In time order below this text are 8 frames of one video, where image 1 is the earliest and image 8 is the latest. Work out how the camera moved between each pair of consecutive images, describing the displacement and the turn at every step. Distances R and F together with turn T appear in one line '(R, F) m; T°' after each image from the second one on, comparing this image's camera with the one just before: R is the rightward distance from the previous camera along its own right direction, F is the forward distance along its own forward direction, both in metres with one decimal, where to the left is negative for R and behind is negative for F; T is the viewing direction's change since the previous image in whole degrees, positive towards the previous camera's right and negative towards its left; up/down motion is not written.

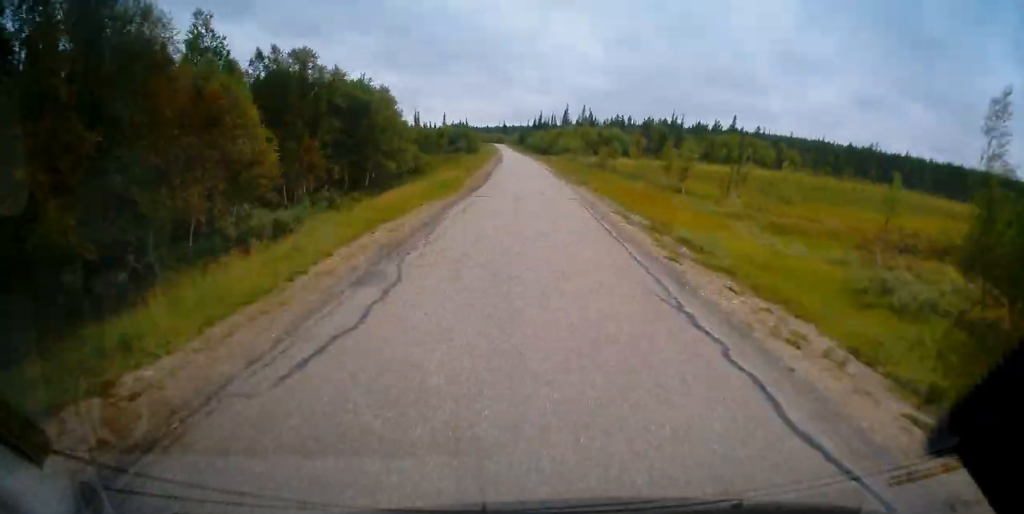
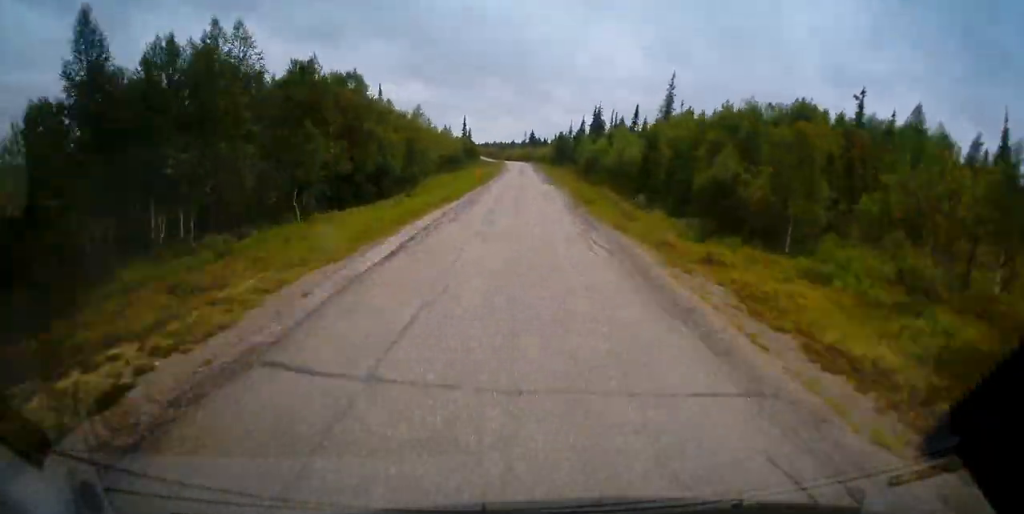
(-3.6, +138.8) m; -3°
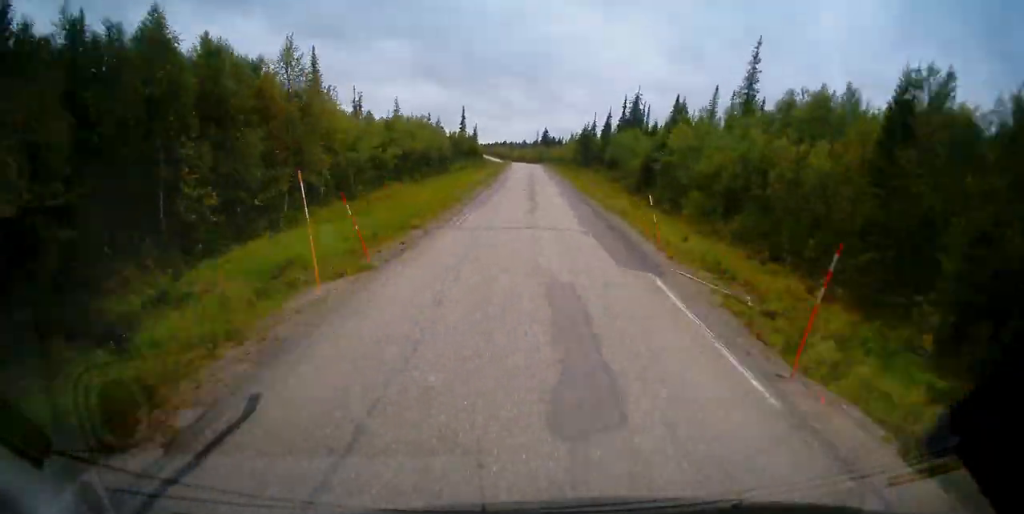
(-0.4, +36.1) m; 0°
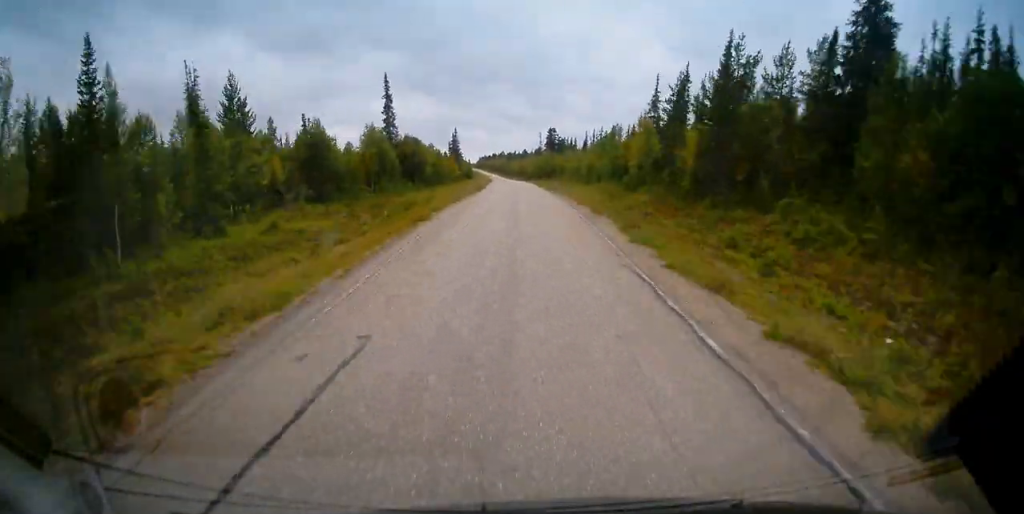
(-0.6, +84.1) m; -1°
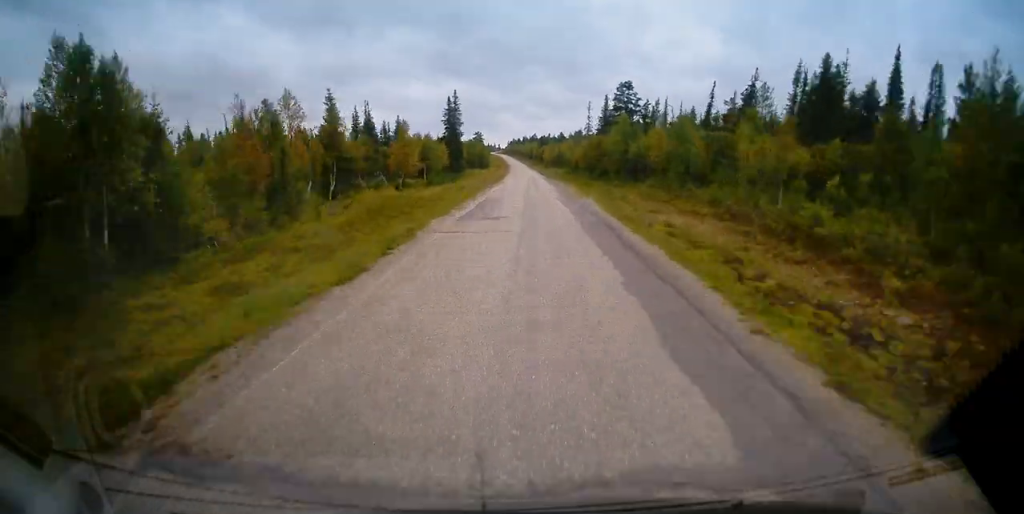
(-1.6, +84.7) m; -2°
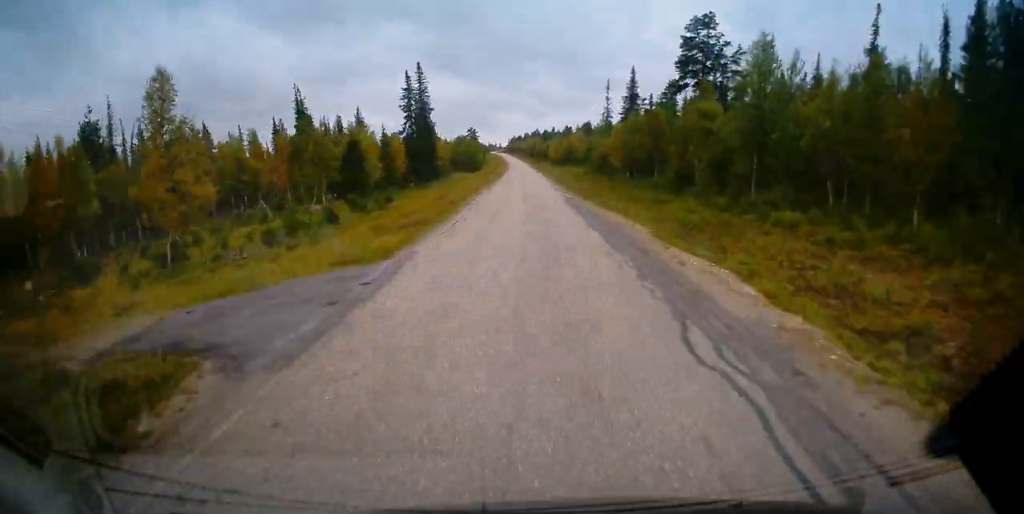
(-0.4, +42.0) m; -1°
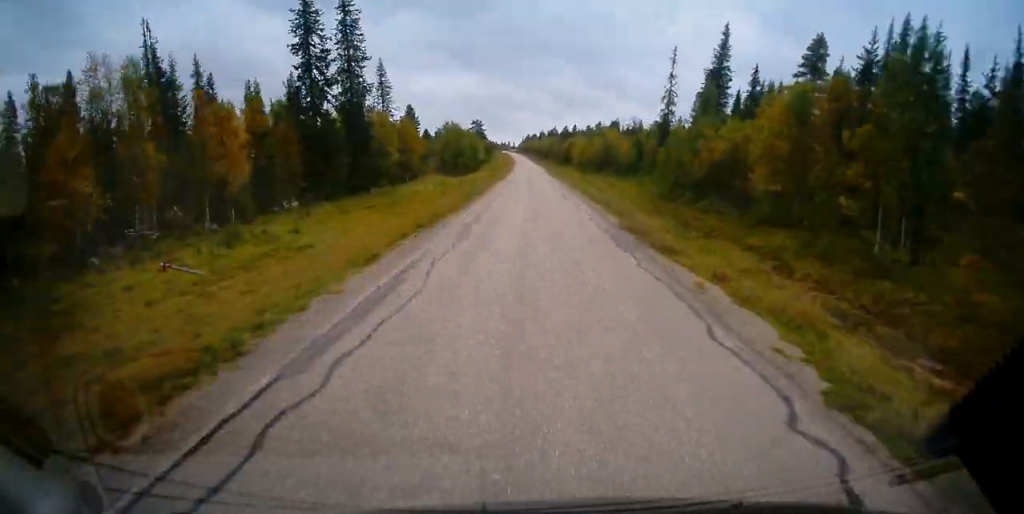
(-0.3, +46.4) m; -1°
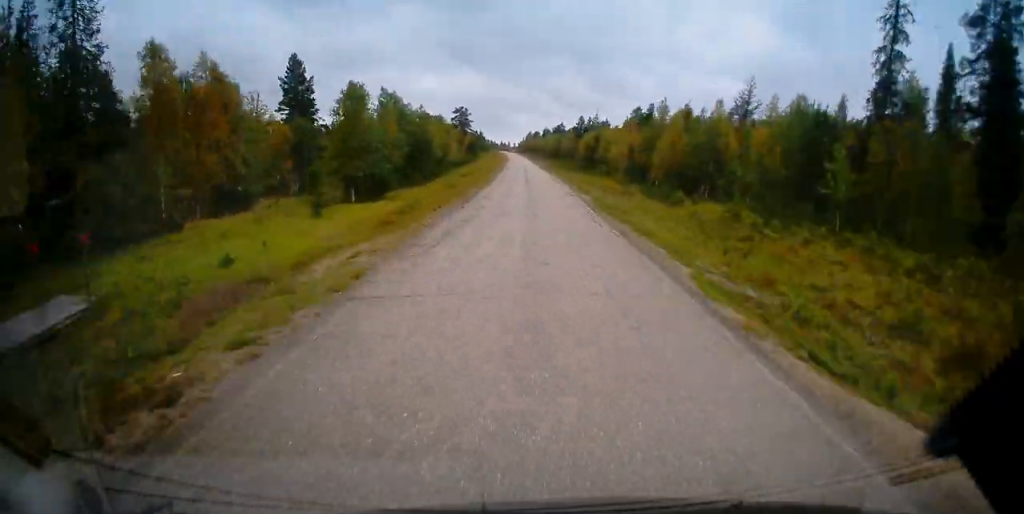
(-0.5, +57.7) m; -1°
